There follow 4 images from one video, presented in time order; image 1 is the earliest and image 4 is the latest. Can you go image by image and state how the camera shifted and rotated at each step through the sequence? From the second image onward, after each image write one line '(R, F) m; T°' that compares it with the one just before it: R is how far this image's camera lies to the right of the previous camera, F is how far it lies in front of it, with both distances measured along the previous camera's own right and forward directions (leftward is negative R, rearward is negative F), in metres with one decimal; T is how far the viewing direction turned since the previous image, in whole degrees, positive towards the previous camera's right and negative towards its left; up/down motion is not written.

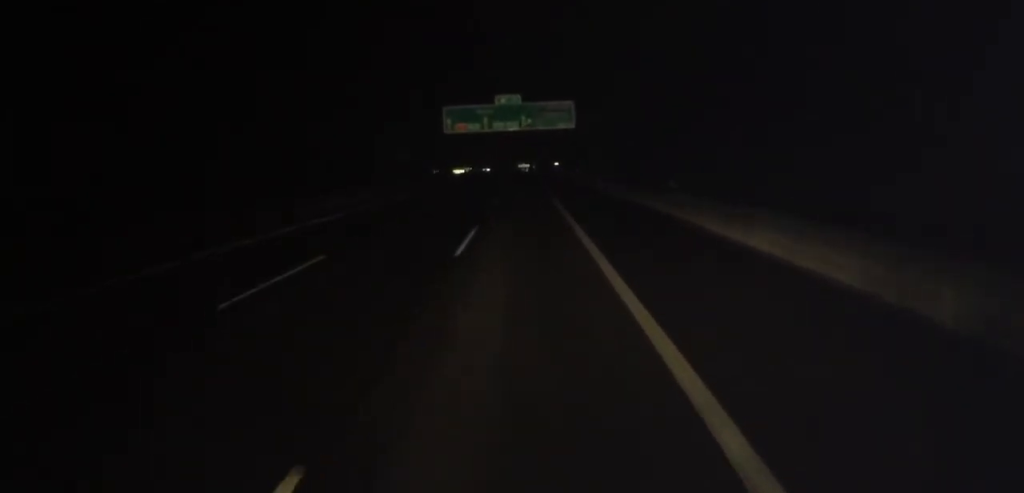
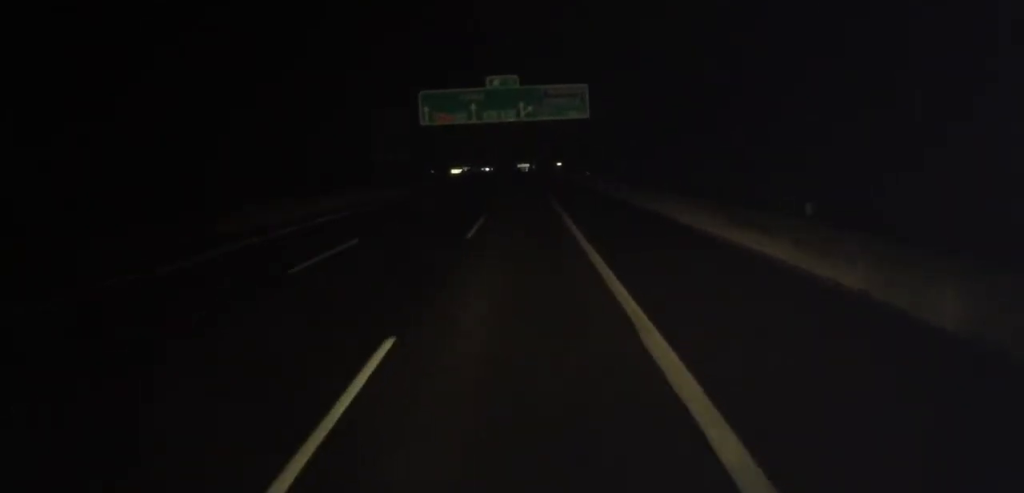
(0.0, +13.5) m; 0°
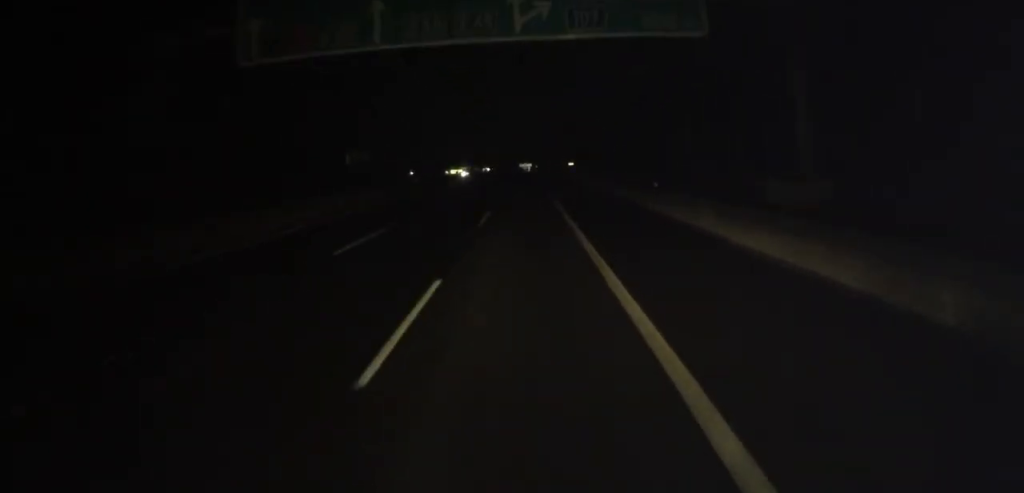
(-0.2, +30.4) m; -2°
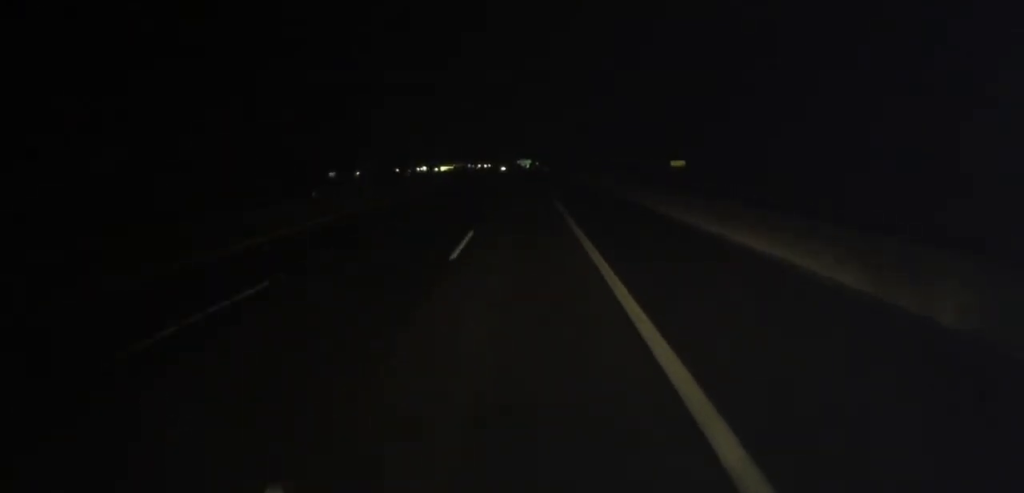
(+1.2, +78.5) m; +2°
